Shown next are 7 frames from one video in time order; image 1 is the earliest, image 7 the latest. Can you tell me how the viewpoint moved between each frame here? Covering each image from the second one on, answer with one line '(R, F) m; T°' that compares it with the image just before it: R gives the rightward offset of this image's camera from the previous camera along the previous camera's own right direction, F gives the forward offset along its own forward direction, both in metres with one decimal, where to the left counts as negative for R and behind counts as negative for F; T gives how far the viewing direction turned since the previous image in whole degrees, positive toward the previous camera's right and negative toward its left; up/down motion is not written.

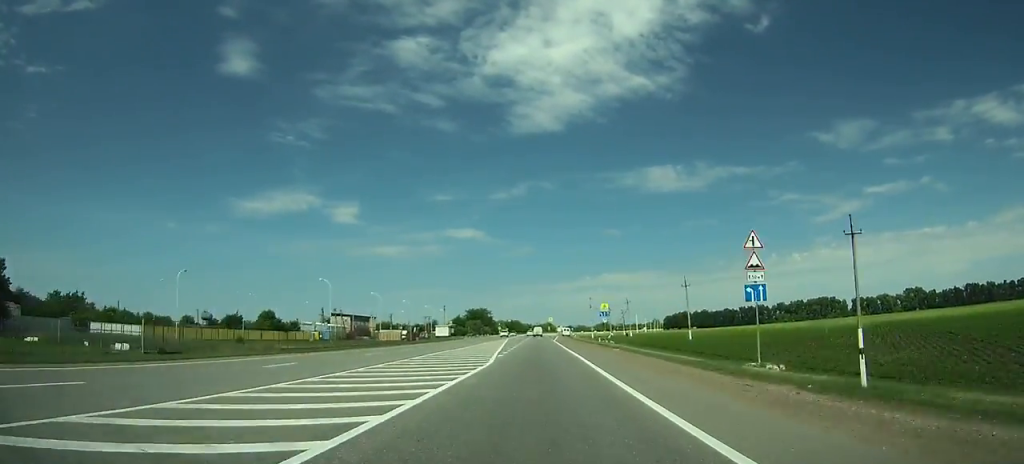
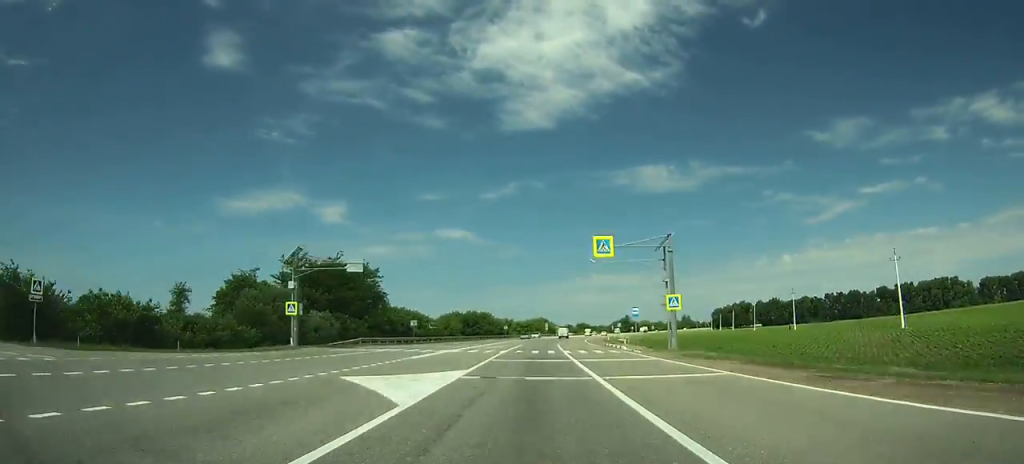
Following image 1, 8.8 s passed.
(+1.0, +209.7) m; +2°
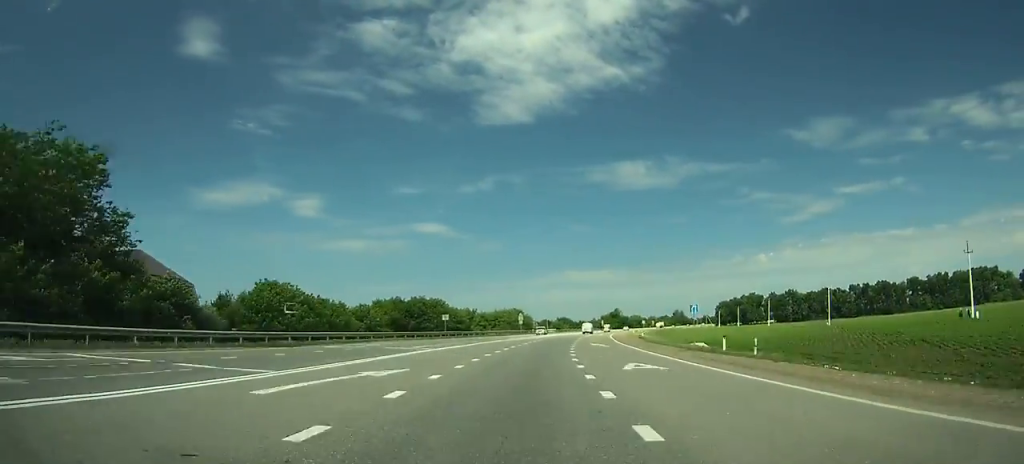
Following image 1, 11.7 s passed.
(+1.3, +65.3) m; +4°
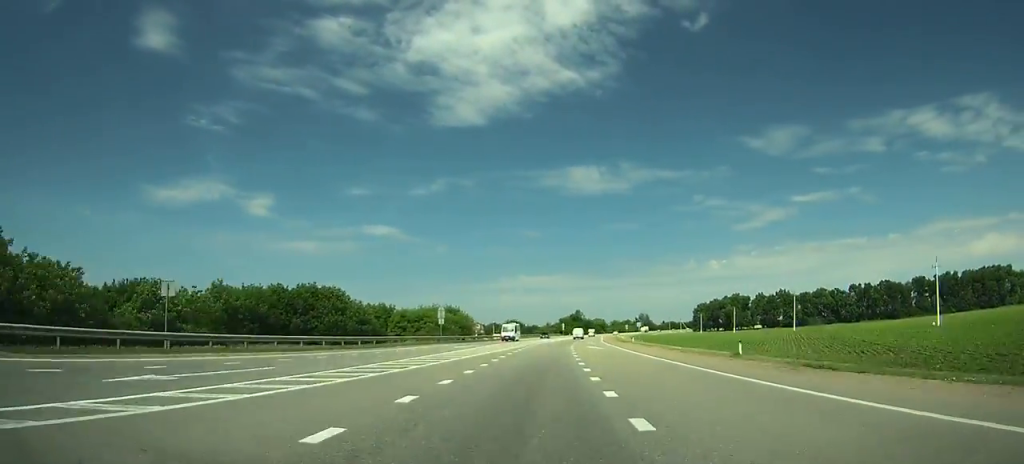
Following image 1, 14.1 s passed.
(+1.7, +53.7) m; +4°
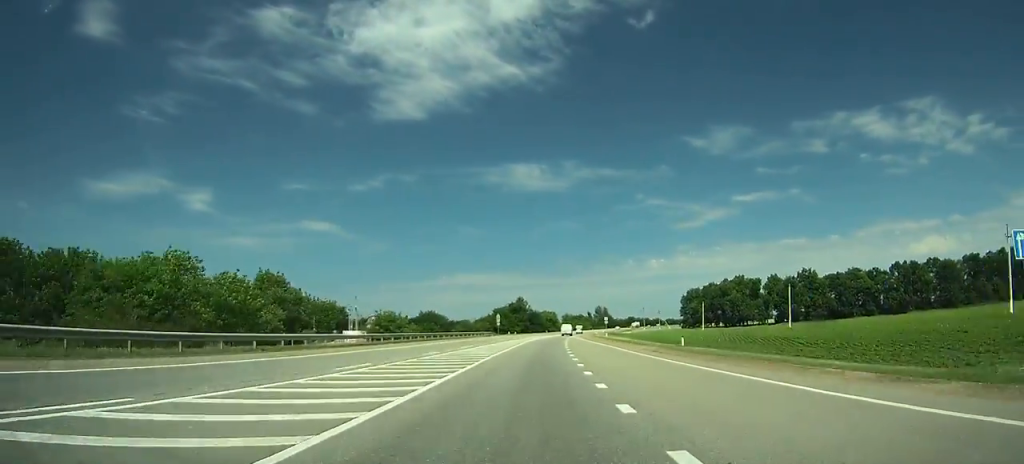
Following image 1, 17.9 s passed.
(+4.5, +88.4) m; +5°
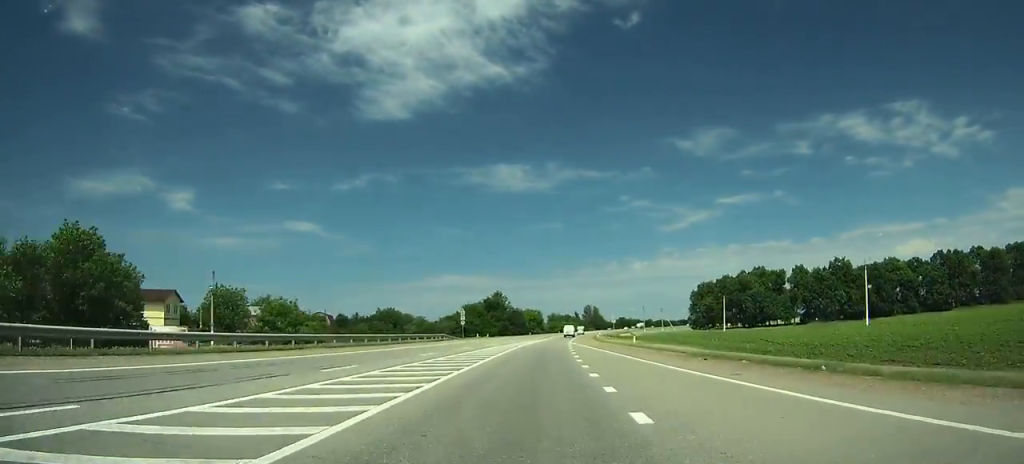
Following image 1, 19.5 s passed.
(+0.8, +36.6) m; +2°
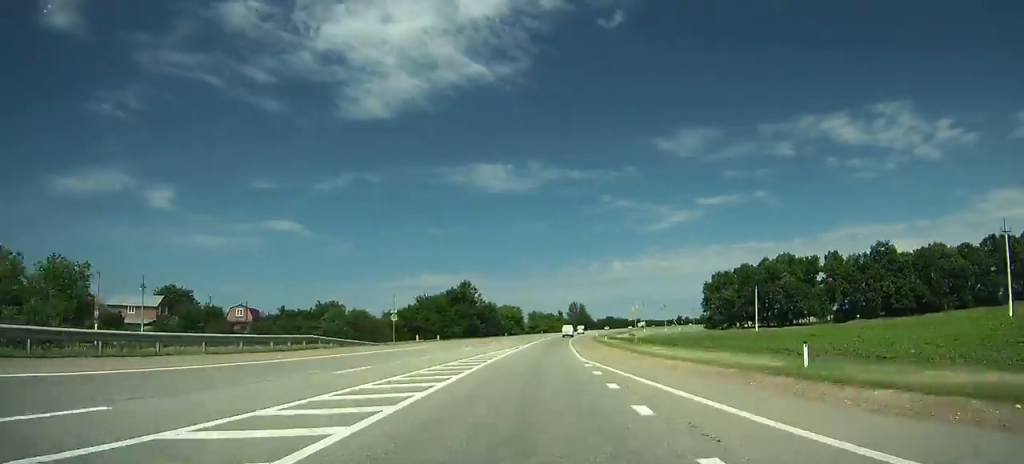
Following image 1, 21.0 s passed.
(+0.6, +33.6) m; +2°
